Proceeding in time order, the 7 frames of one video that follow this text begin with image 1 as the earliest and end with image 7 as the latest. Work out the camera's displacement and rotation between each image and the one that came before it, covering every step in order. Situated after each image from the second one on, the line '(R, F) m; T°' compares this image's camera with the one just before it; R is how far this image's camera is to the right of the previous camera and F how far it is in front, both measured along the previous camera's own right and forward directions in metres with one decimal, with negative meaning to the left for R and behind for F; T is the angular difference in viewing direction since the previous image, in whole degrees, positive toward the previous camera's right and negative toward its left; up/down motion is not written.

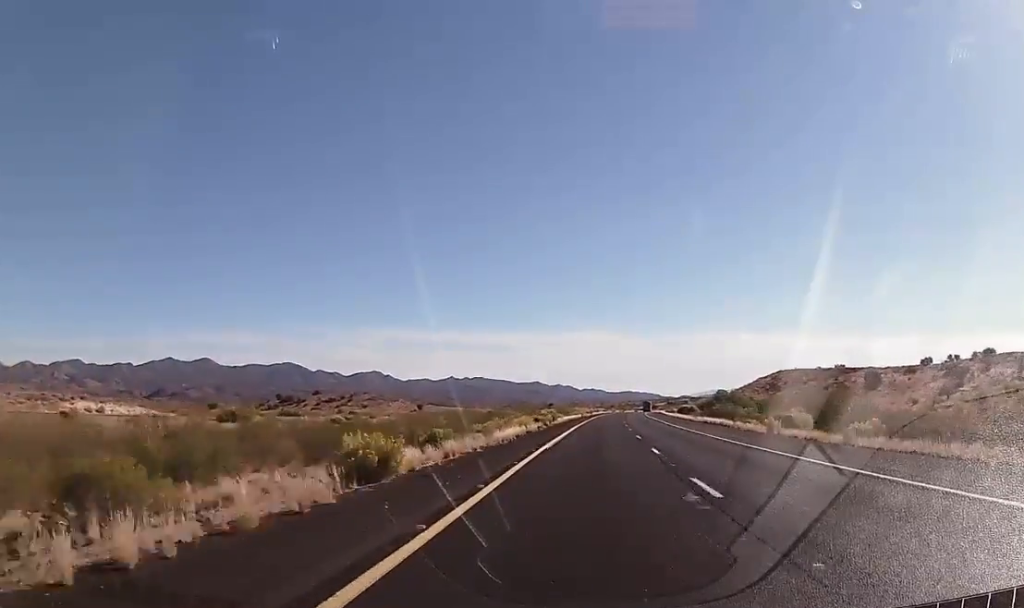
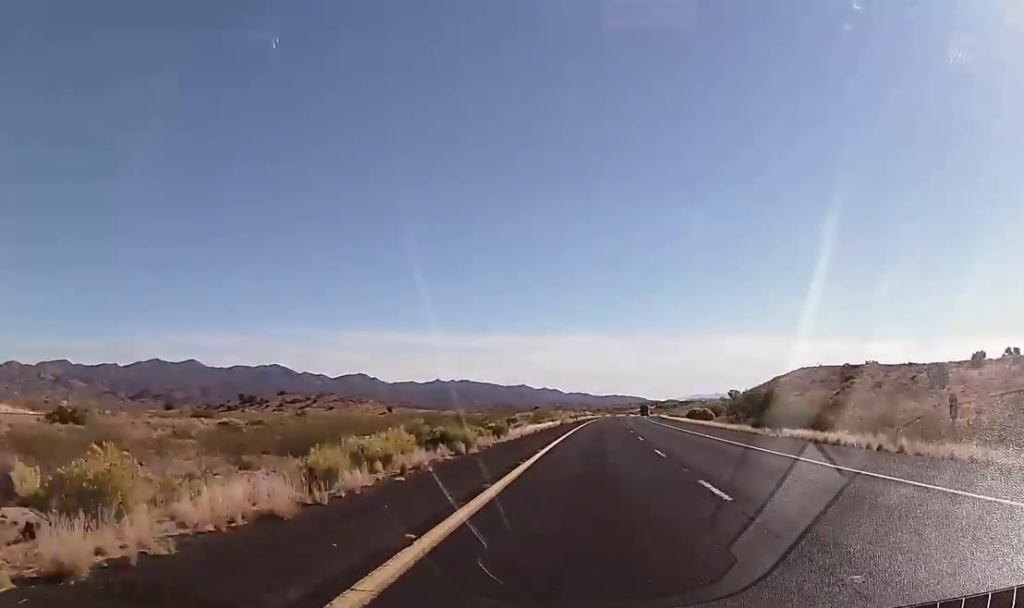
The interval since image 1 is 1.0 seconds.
(0.0, +36.5) m; 0°
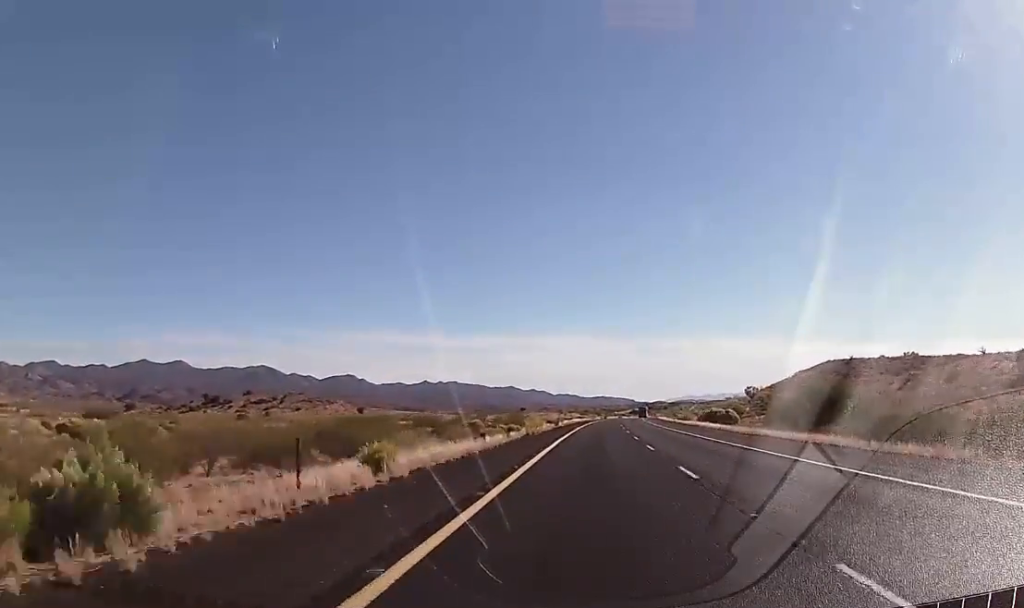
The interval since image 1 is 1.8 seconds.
(+0.1, +31.5) m; +1°
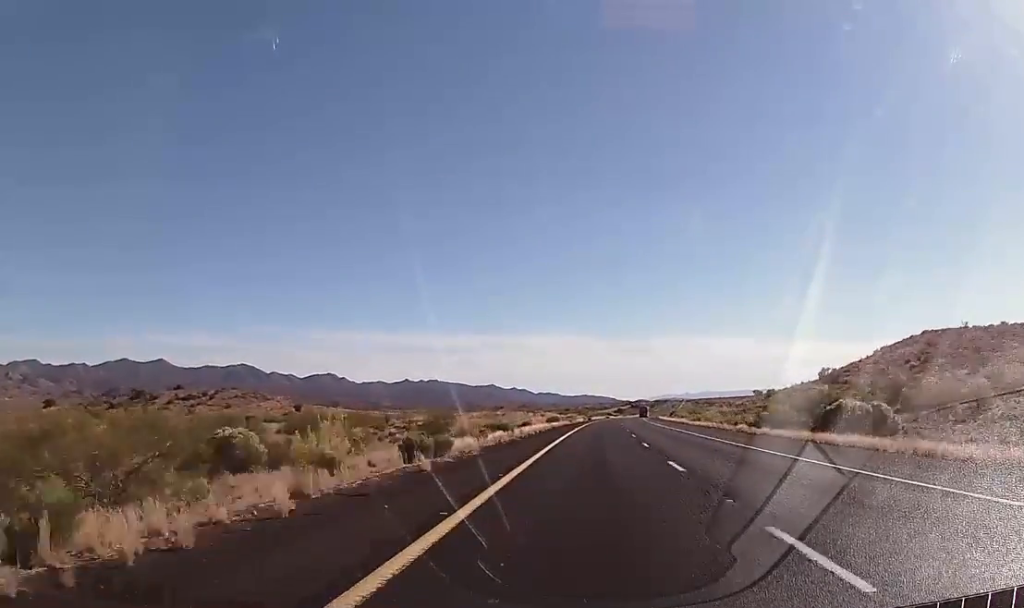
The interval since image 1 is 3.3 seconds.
(+1.0, +57.9) m; +2°
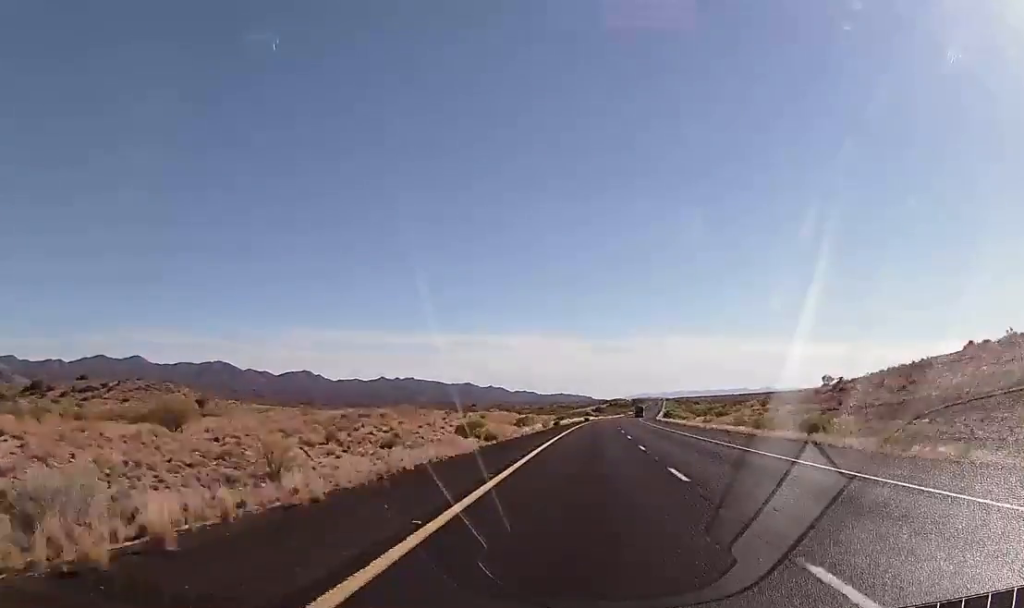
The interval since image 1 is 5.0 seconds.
(+0.8, +61.4) m; +1°
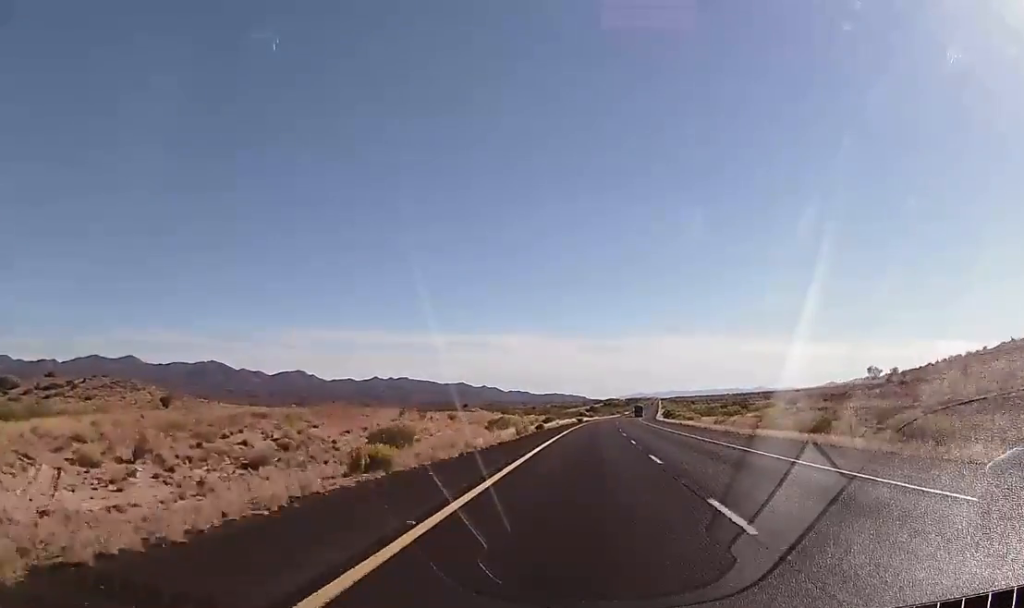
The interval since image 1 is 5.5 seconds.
(0.0, +18.8) m; 0°
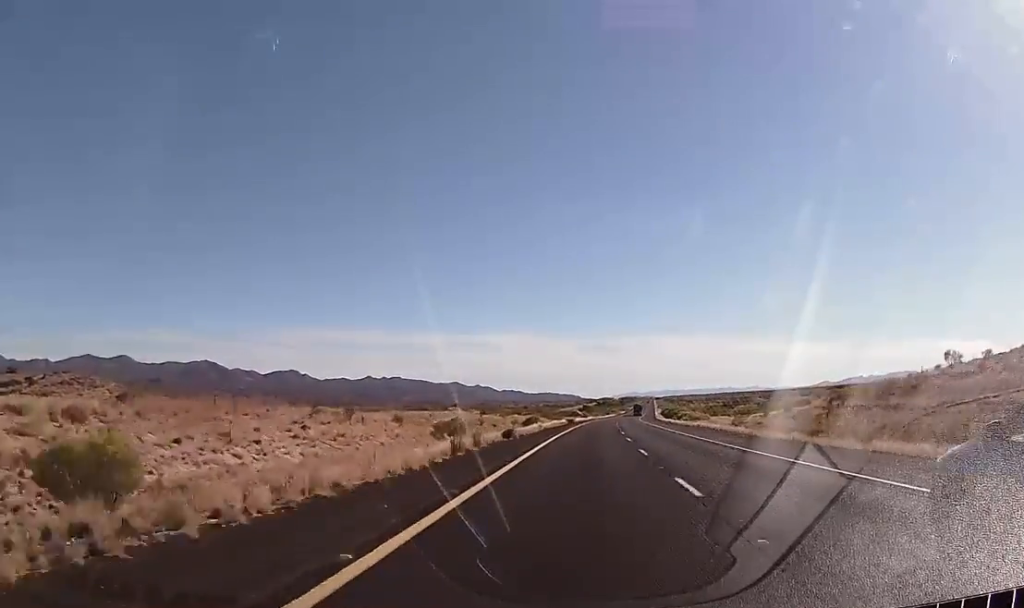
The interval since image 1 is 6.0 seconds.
(0.0, +20.2) m; +1°
